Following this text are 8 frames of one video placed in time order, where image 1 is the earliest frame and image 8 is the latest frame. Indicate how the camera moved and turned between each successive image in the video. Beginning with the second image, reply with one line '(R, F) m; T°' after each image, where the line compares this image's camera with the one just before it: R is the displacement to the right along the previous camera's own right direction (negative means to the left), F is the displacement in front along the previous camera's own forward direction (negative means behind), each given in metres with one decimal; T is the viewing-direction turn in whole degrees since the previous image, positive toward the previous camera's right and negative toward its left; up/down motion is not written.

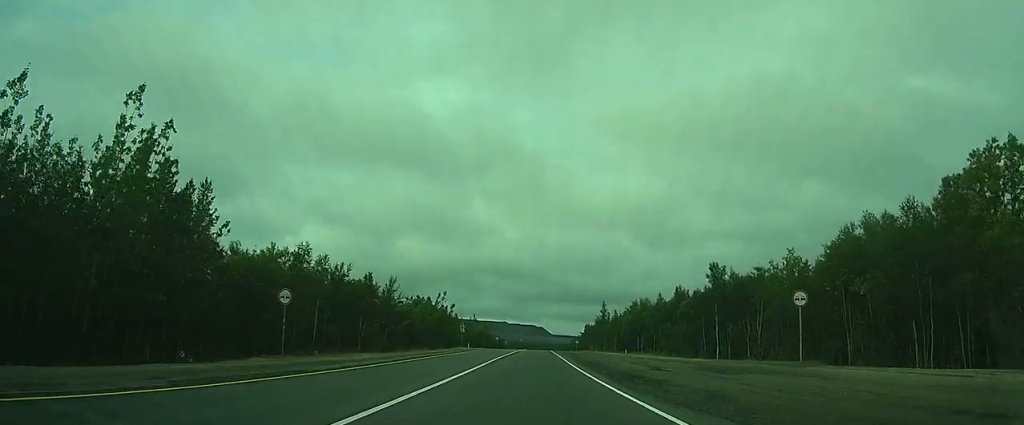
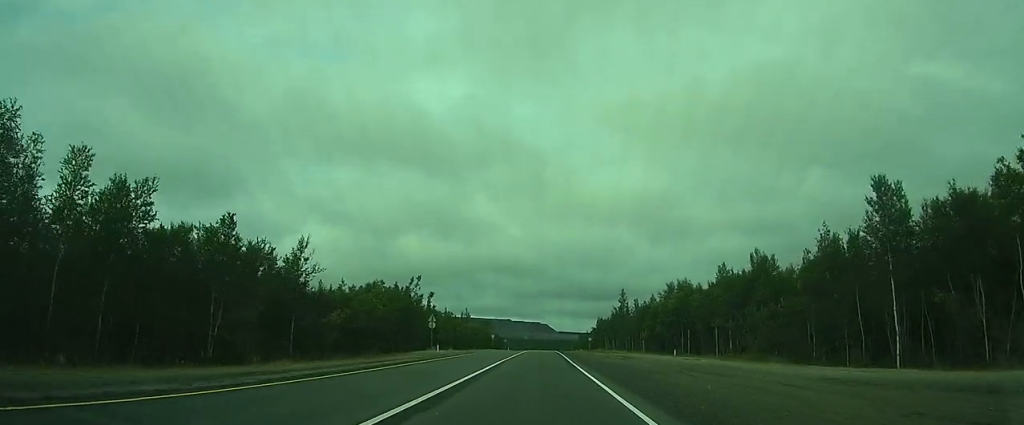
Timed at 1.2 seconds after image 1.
(-0.4, +27.1) m; -2°
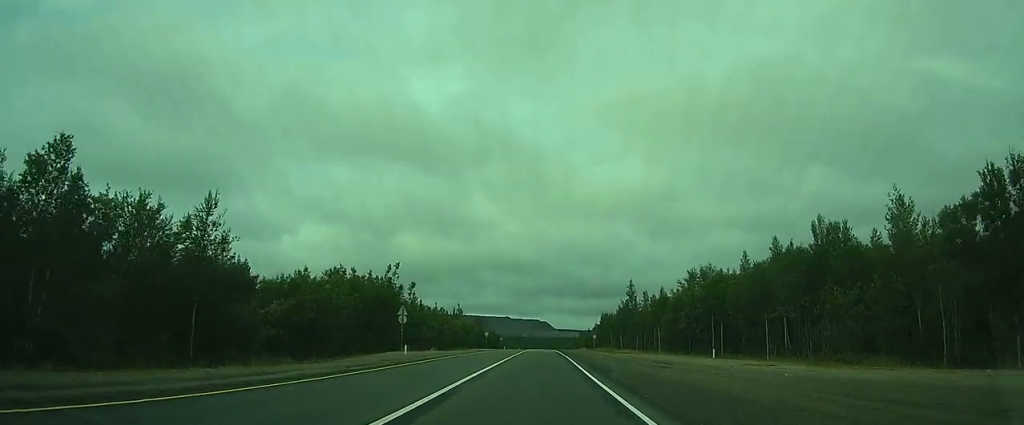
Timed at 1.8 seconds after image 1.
(-0.2, +12.3) m; -1°
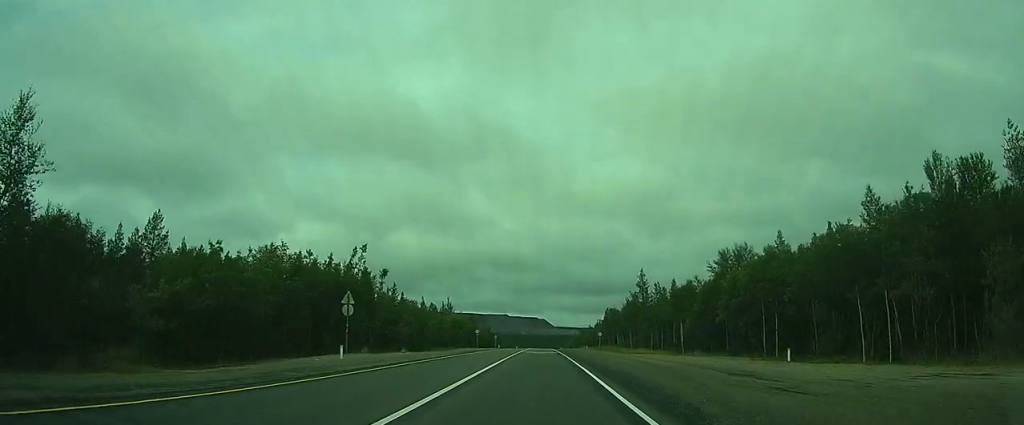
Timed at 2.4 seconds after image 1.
(-0.1, +13.0) m; 0°
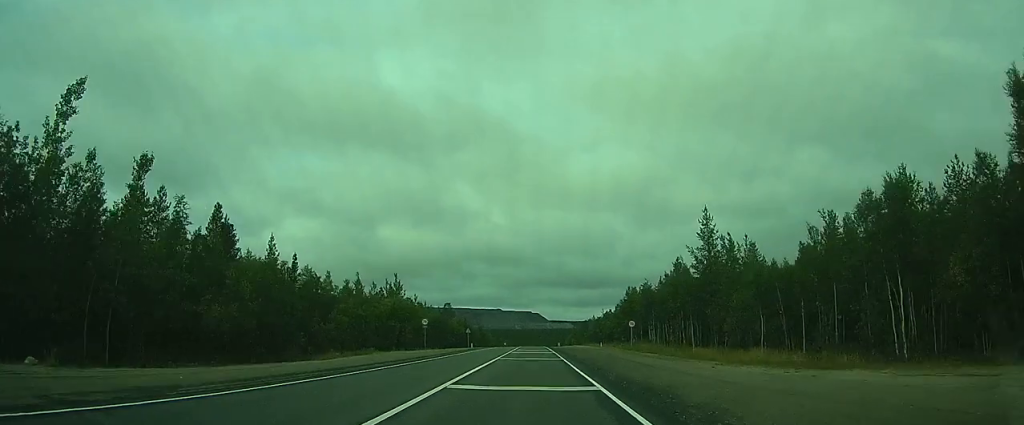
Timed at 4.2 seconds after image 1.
(0.0, +39.1) m; 0°
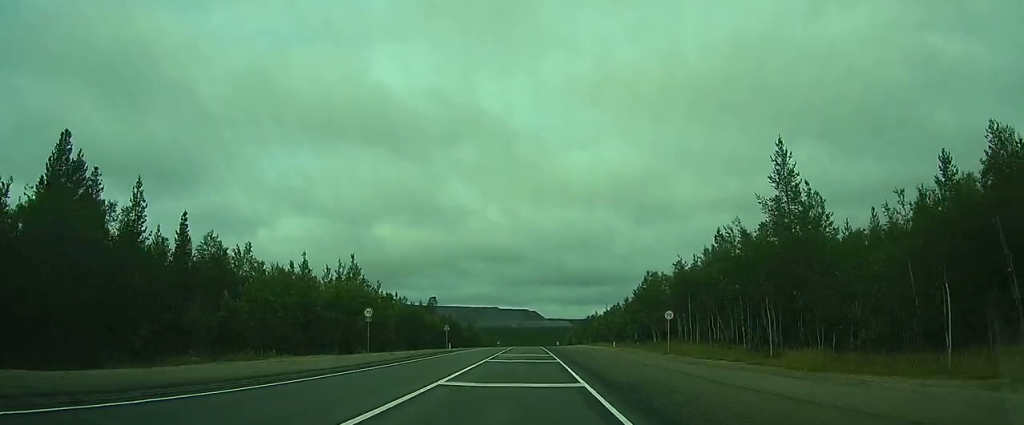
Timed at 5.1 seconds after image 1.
(0.0, +17.5) m; -1°
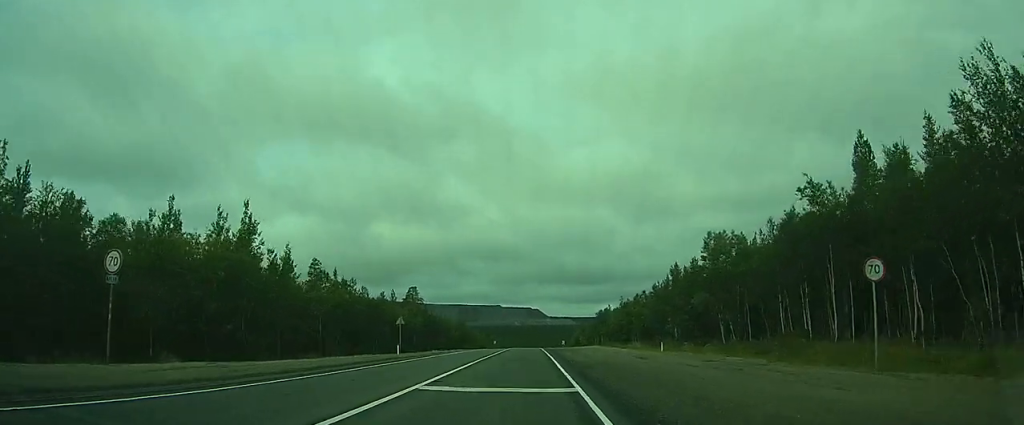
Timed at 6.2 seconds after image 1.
(-0.5, +24.1) m; -3°
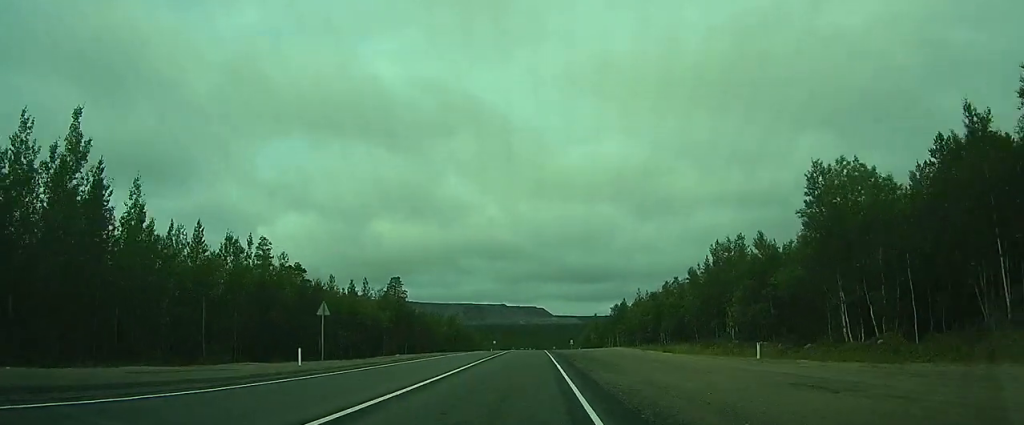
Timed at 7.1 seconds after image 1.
(-0.7, +16.8) m; -2°
